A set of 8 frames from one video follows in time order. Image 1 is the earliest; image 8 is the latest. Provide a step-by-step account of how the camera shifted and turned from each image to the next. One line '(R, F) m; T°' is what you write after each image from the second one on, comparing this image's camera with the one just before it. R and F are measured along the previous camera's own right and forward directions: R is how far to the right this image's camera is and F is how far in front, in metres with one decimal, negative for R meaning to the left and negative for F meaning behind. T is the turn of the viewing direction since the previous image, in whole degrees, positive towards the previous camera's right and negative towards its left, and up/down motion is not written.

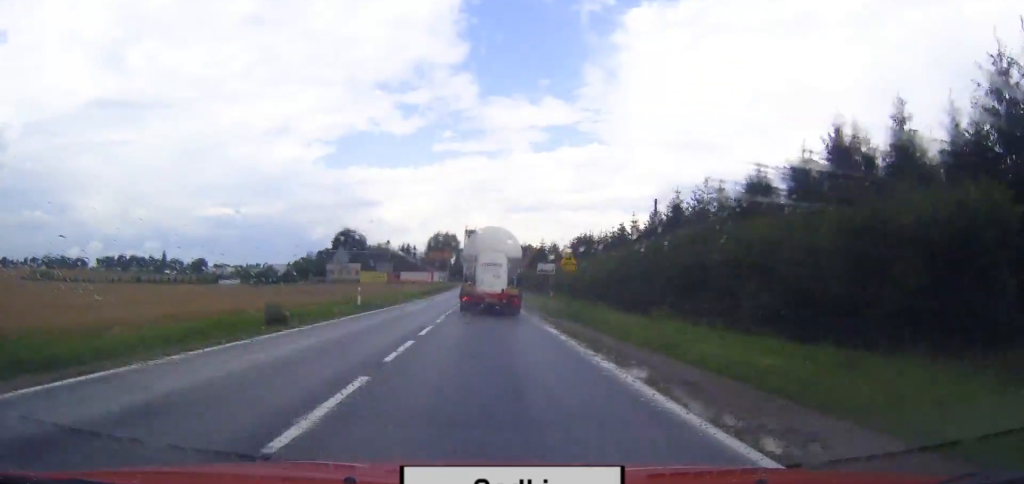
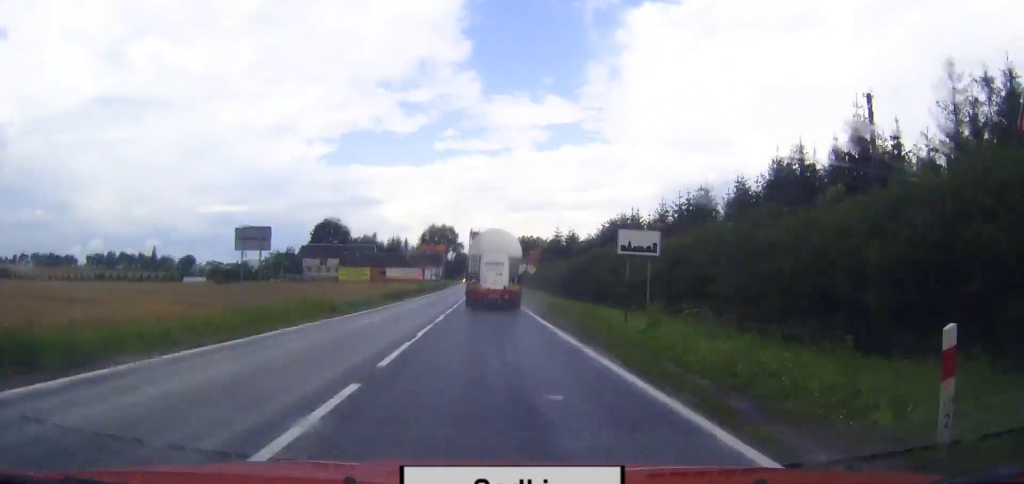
(-0.1, +30.8) m; 0°
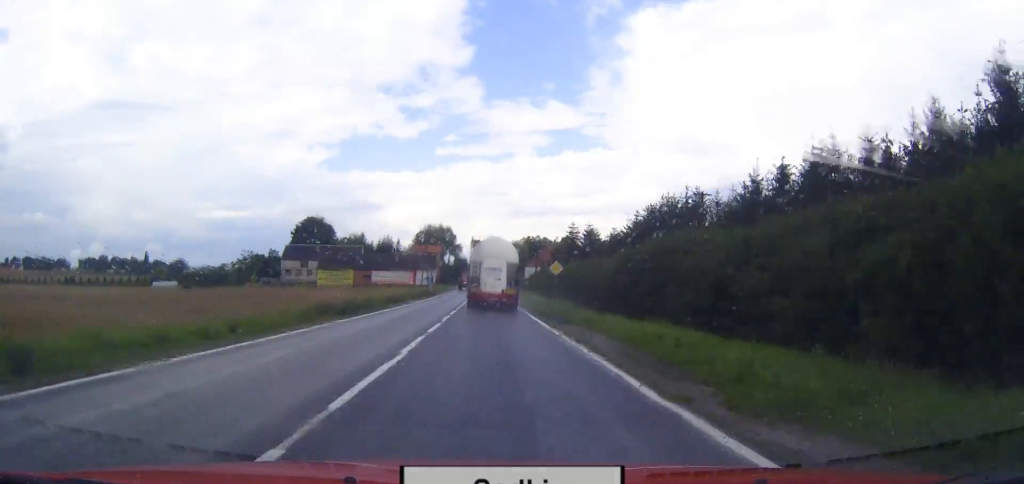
(+0.1, +21.6) m; 0°
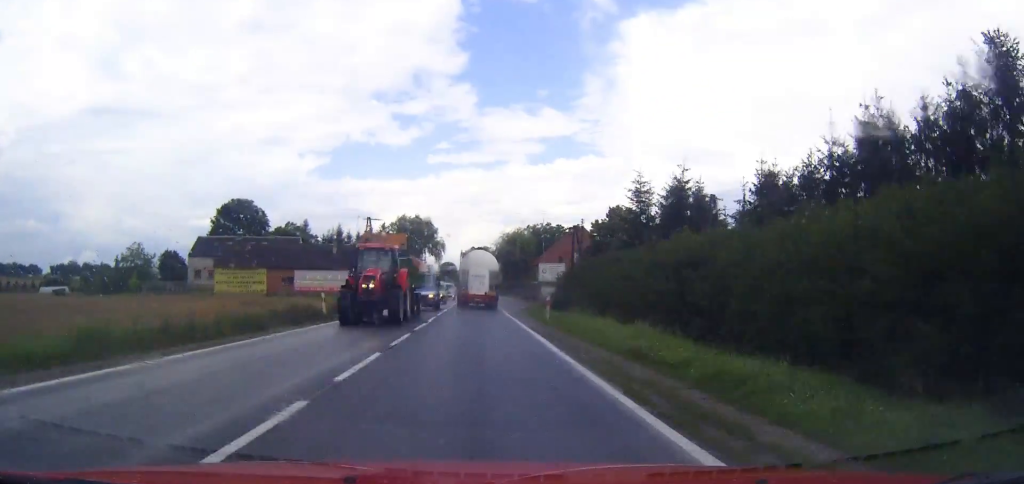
(+0.1, +53.2) m; 0°
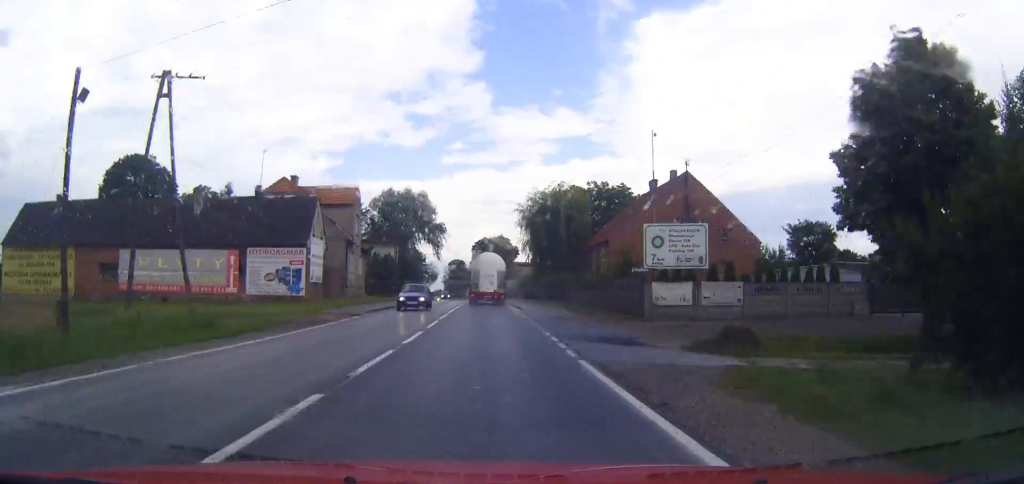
(-0.3, +47.8) m; -1°
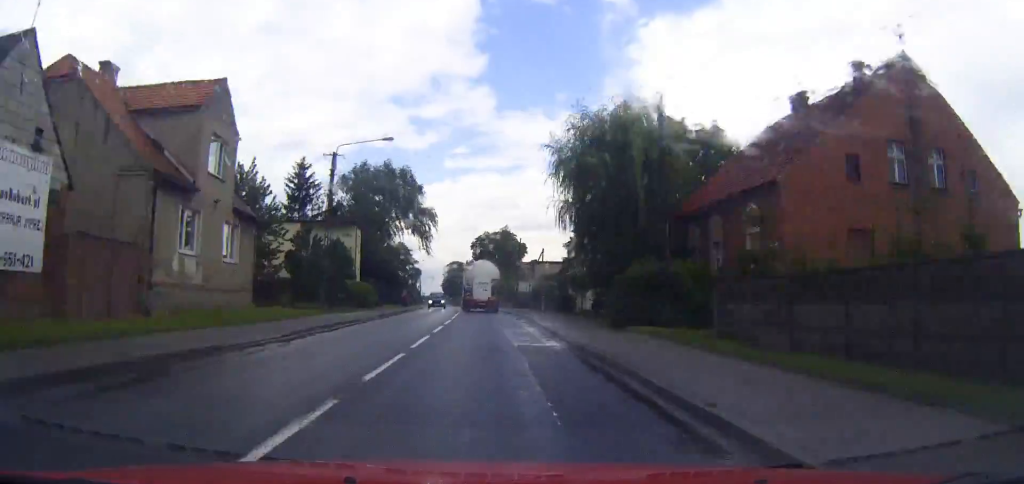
(-0.1, +29.9) m; -1°
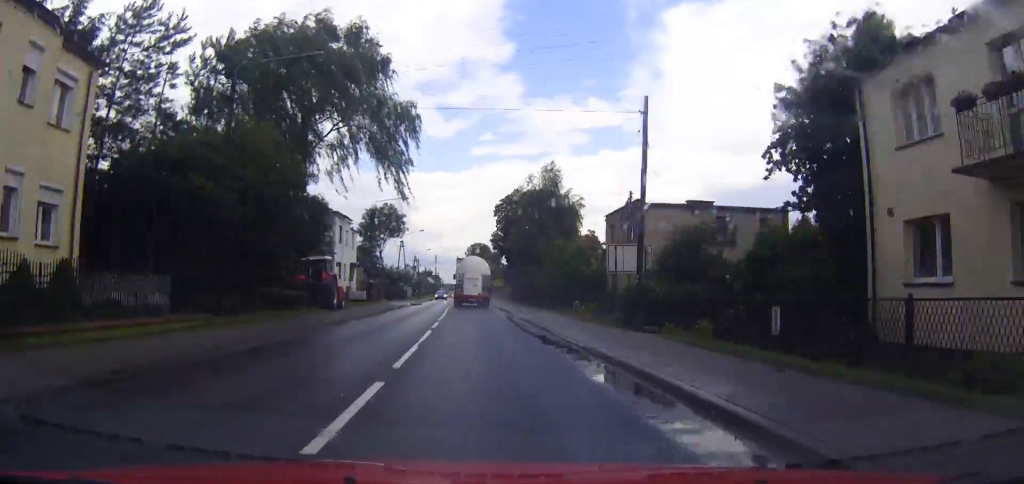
(-0.7, +51.3) m; -2°
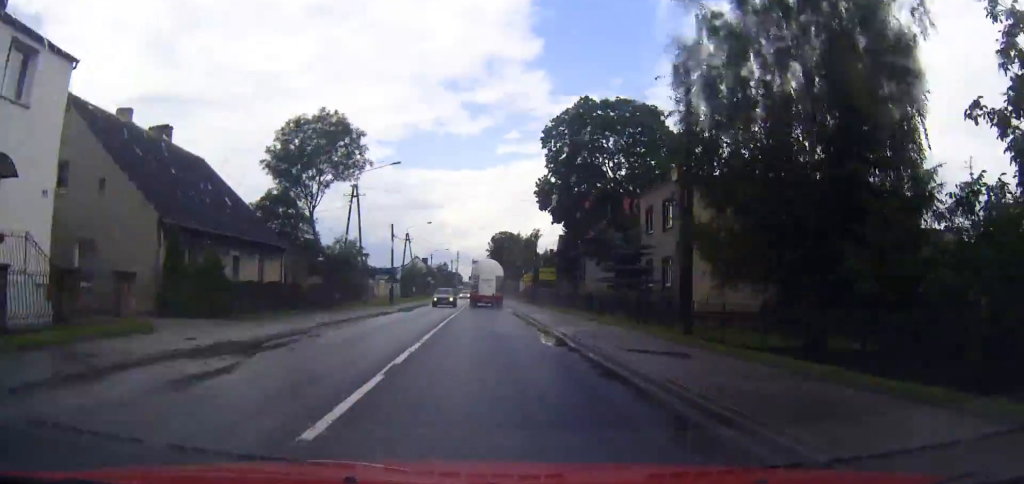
(-0.8, +53.6) m; -1°
